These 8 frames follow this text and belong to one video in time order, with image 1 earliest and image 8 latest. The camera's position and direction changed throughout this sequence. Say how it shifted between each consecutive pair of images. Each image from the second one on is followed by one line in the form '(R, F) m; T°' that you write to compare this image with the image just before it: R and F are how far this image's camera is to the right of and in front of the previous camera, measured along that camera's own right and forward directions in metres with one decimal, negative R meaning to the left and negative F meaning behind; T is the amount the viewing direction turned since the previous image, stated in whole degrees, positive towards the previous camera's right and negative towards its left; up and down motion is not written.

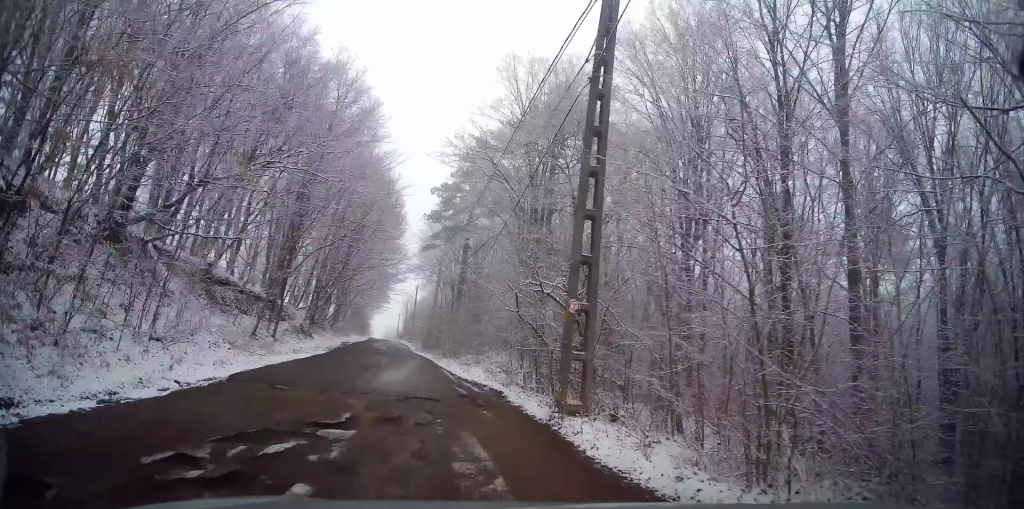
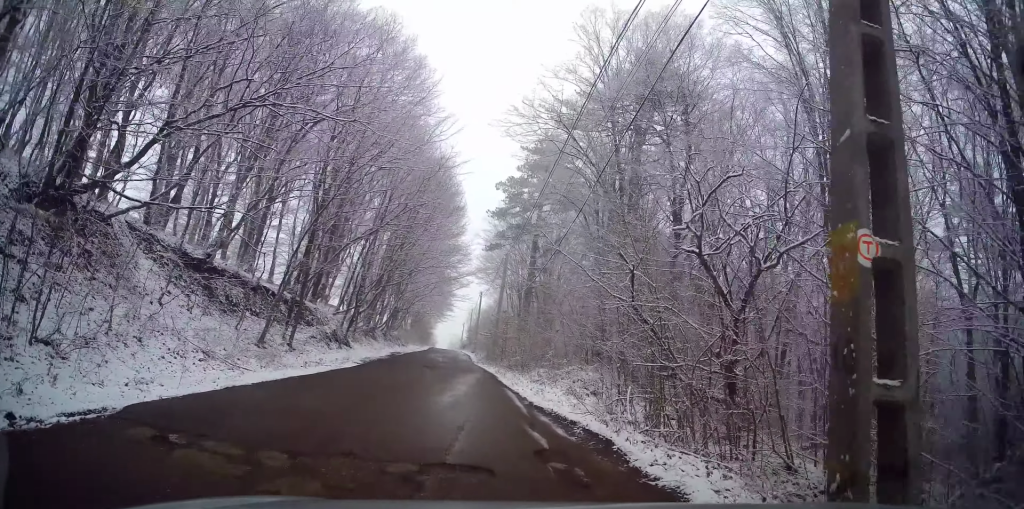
(-0.6, +7.3) m; -18°
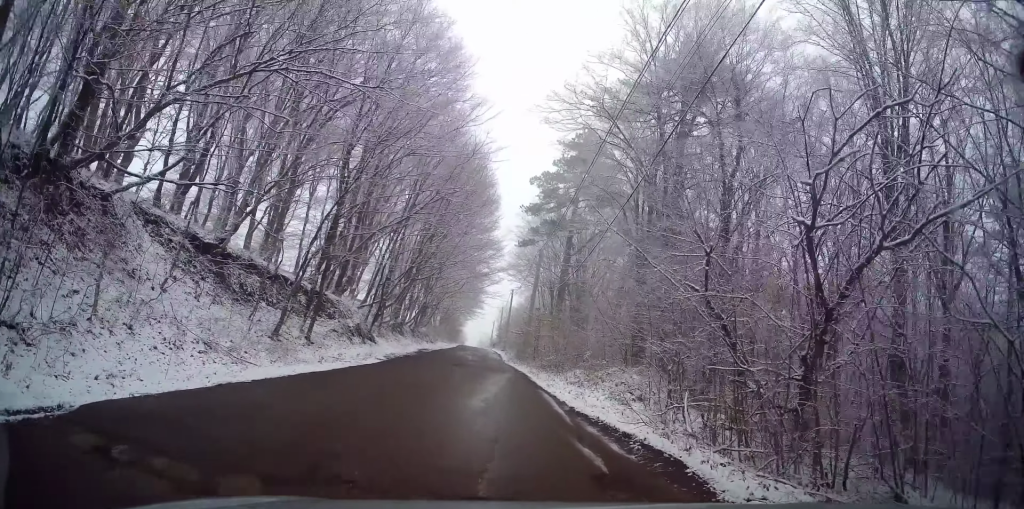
(-0.2, +1.8) m; -7°
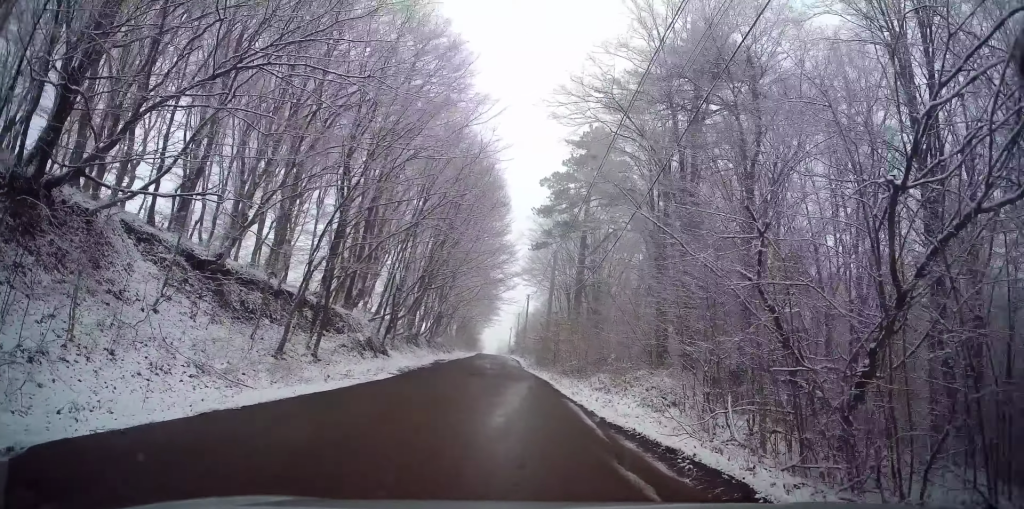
(-0.1, +1.1) m; -1°
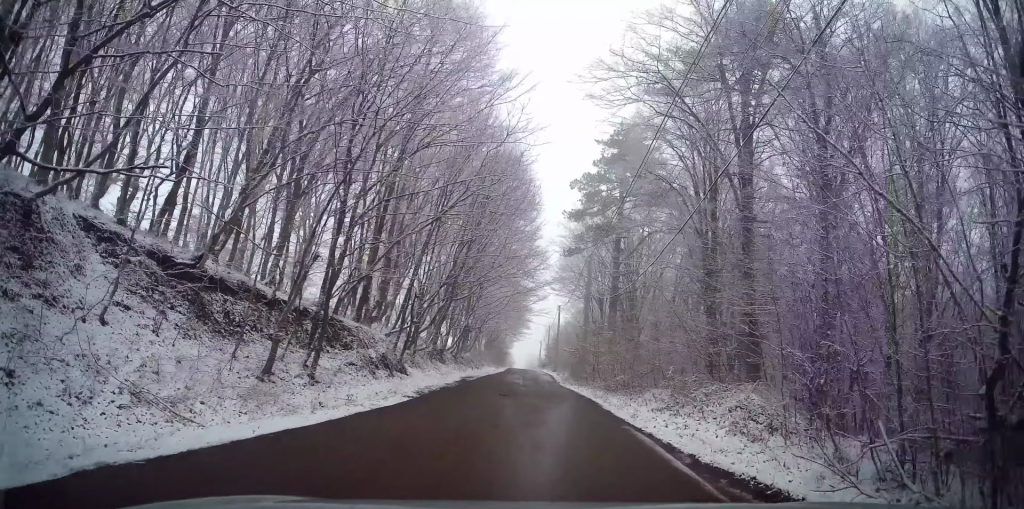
(+0.3, +2.7) m; +13°
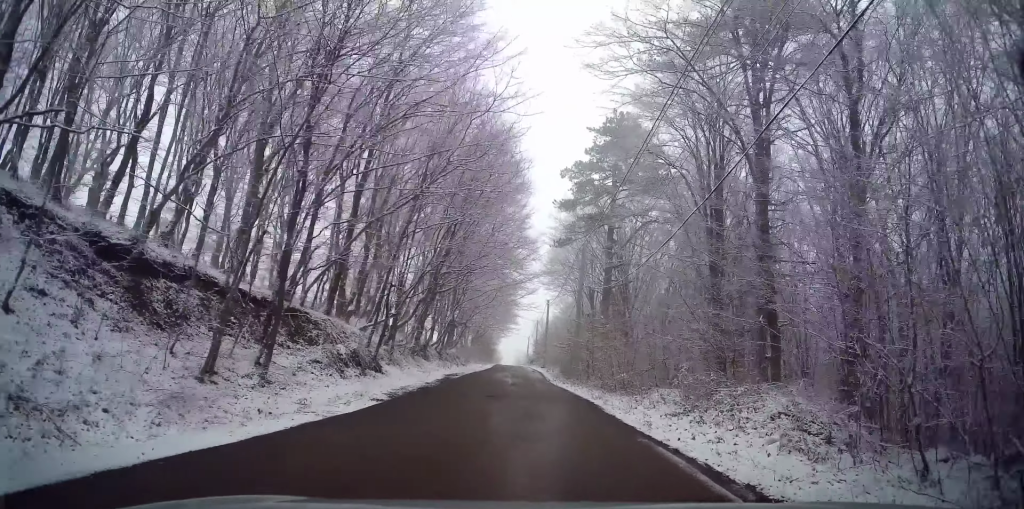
(+0.3, +1.7) m; +1°
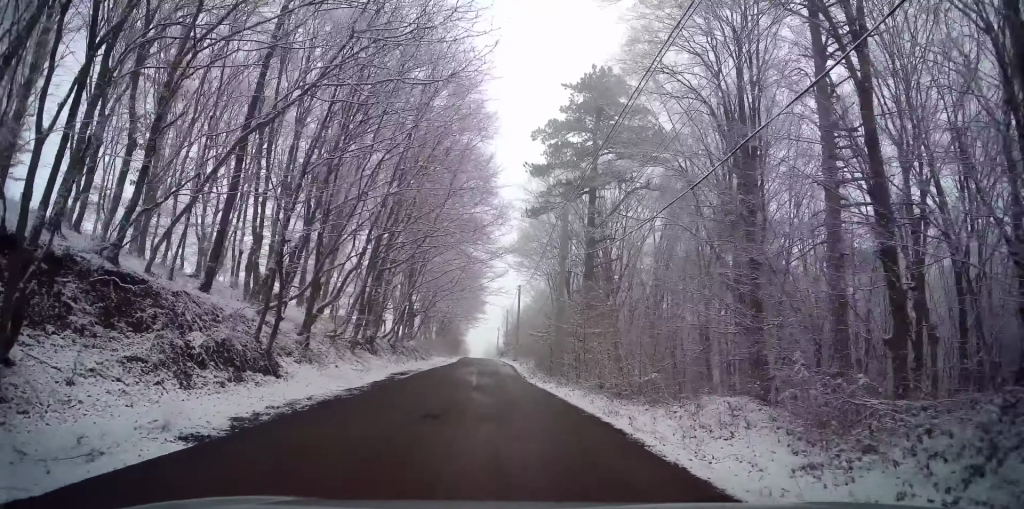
(-0.4, +5.0) m; -2°
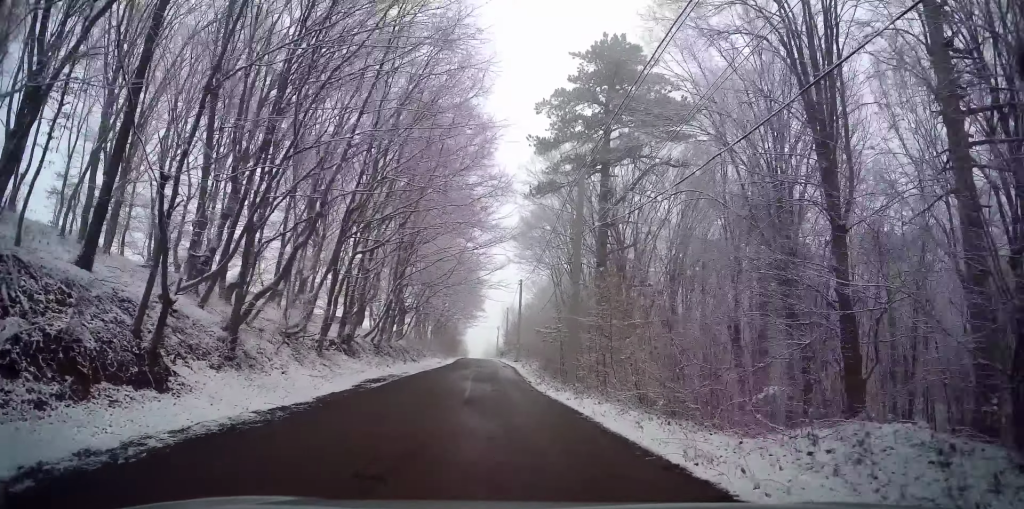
(+0.2, +4.1) m; +5°
